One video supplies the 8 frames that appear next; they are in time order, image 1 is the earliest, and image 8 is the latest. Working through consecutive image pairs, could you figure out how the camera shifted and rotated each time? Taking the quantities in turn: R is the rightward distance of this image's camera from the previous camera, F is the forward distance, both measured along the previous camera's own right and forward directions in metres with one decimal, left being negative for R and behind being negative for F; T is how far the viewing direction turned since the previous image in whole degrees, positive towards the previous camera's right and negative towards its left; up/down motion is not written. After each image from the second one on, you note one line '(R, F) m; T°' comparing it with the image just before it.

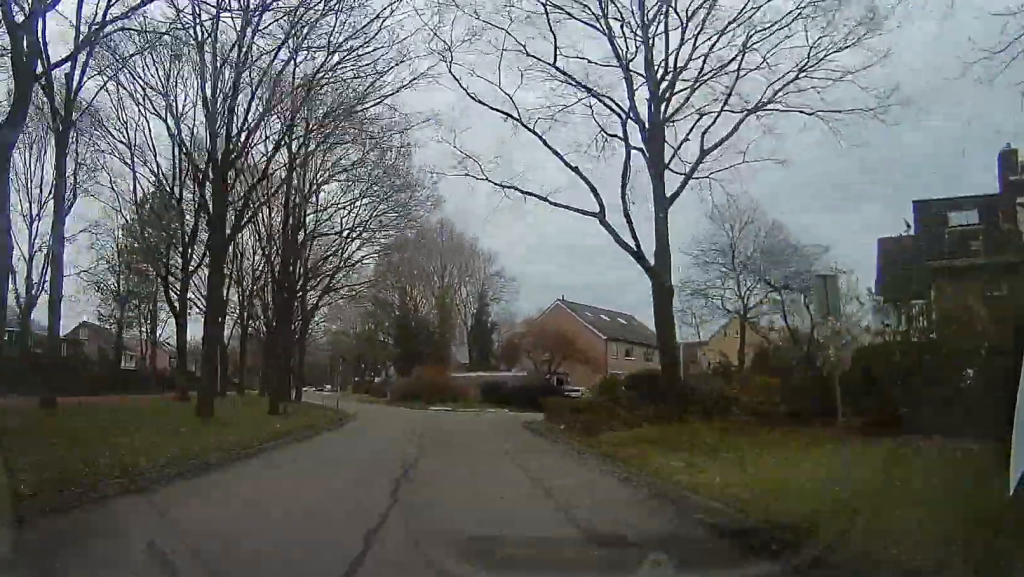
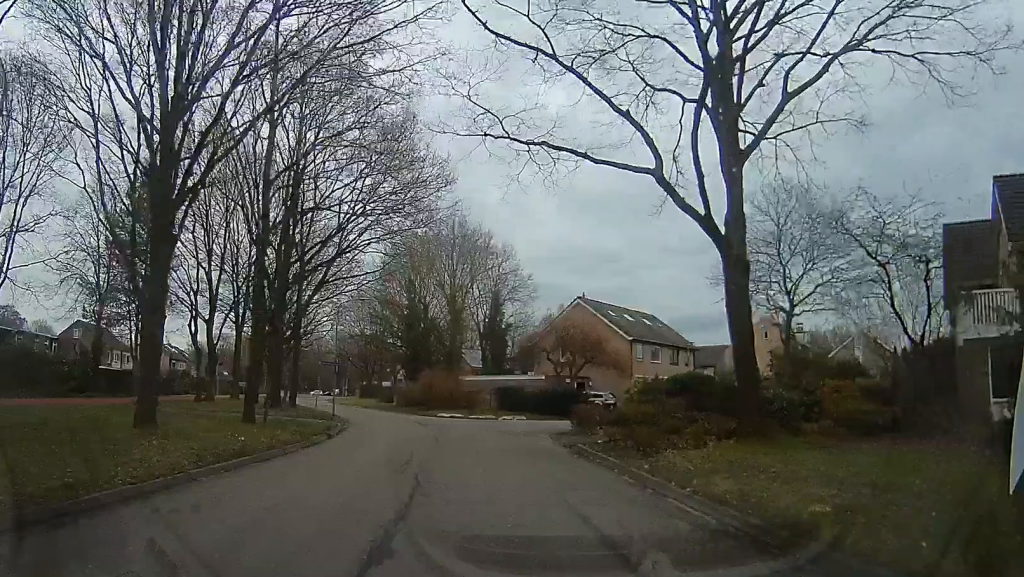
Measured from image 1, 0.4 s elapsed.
(+0.2, +3.9) m; -4°
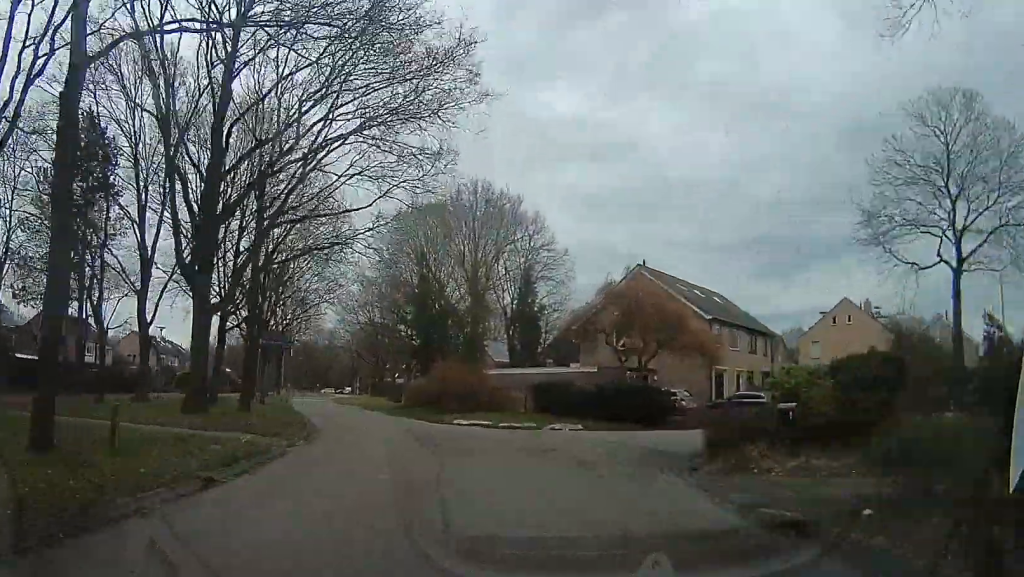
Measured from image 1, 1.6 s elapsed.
(-1.3, +10.9) m; -8°
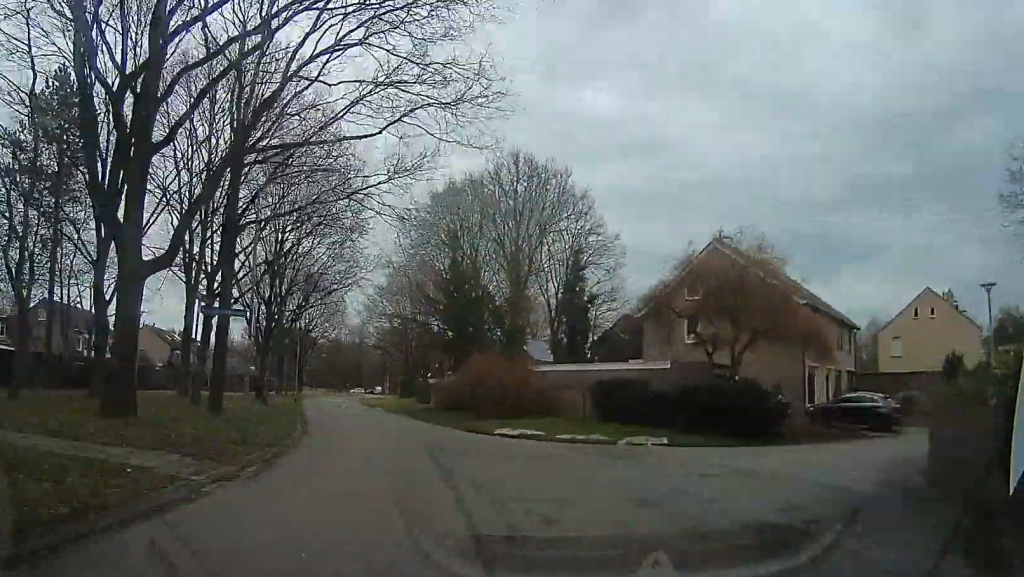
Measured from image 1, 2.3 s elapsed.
(0.0, +6.3) m; 0°
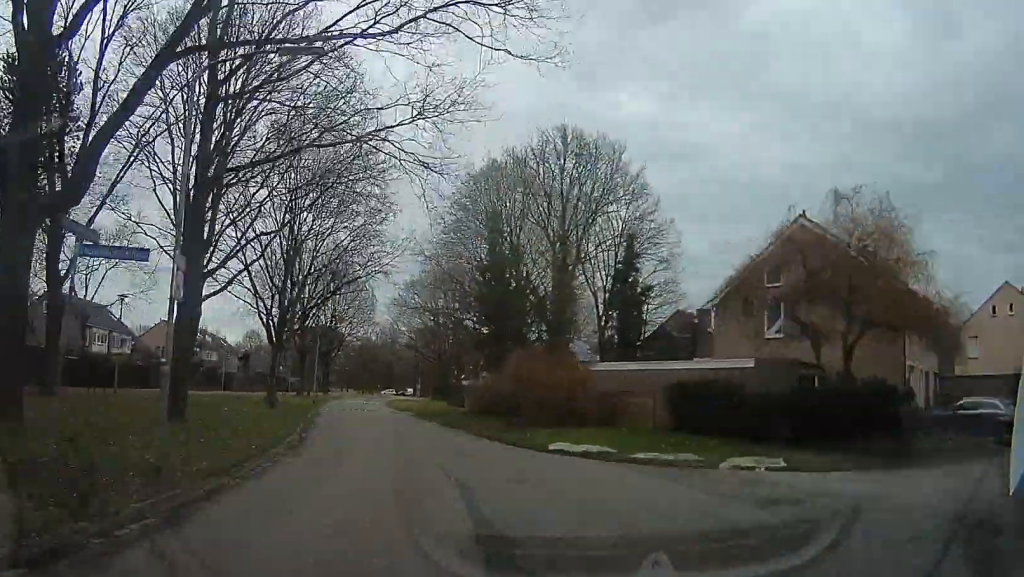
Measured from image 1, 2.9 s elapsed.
(0.0, +4.8) m; 0°
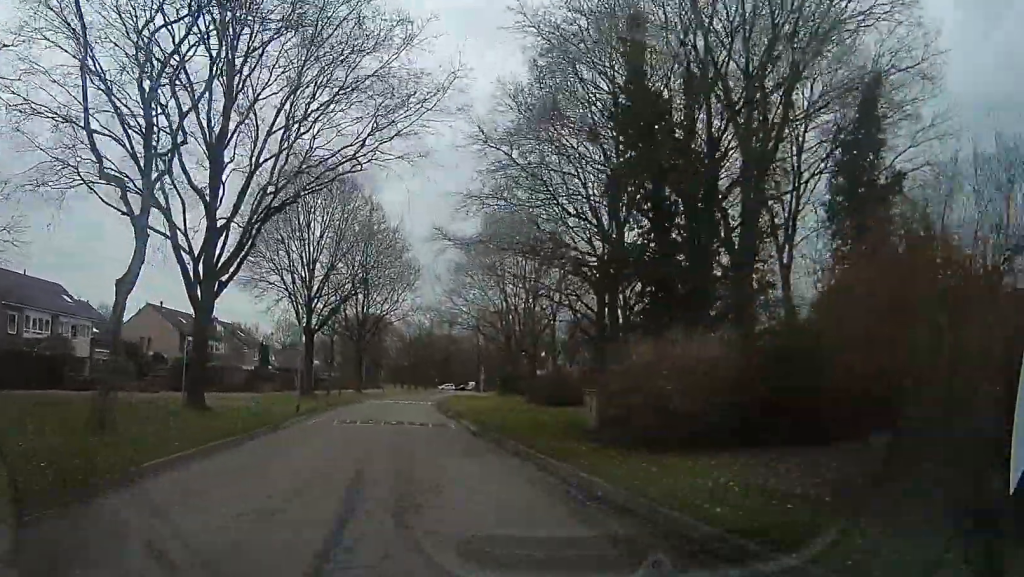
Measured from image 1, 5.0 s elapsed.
(-0.1, +19.1) m; -2°
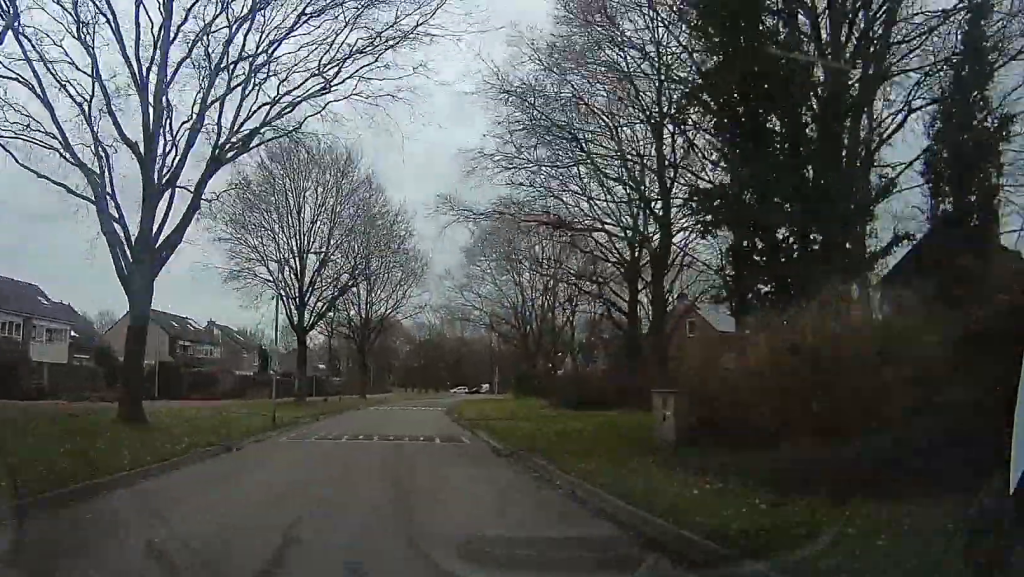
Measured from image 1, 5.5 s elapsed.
(0.0, +5.3) m; -1°
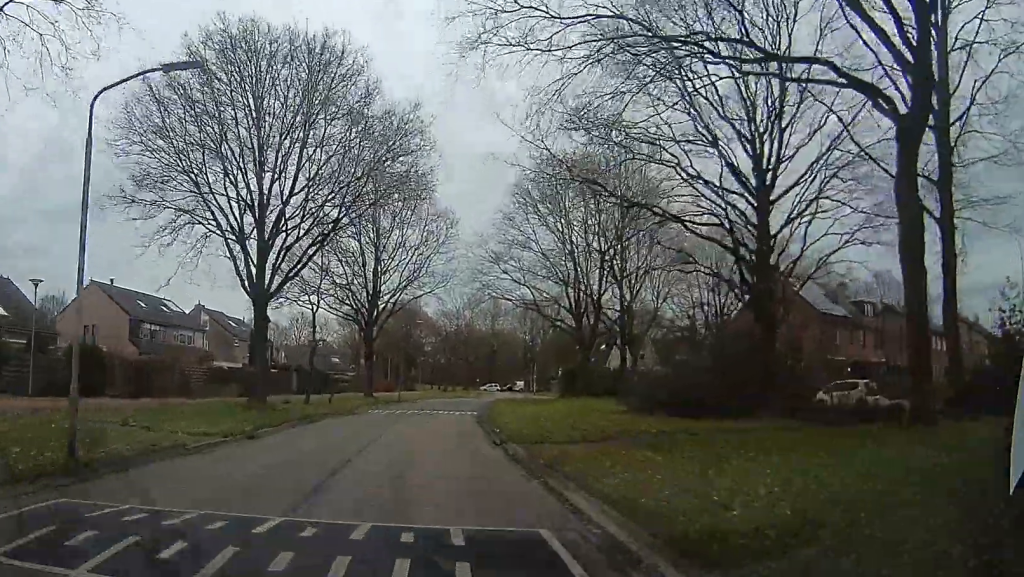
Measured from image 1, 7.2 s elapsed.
(-1.2, +13.6) m; -10°
